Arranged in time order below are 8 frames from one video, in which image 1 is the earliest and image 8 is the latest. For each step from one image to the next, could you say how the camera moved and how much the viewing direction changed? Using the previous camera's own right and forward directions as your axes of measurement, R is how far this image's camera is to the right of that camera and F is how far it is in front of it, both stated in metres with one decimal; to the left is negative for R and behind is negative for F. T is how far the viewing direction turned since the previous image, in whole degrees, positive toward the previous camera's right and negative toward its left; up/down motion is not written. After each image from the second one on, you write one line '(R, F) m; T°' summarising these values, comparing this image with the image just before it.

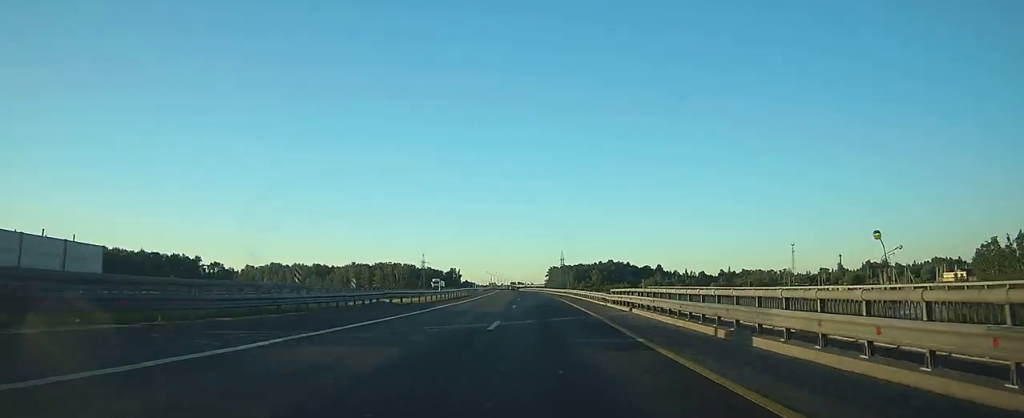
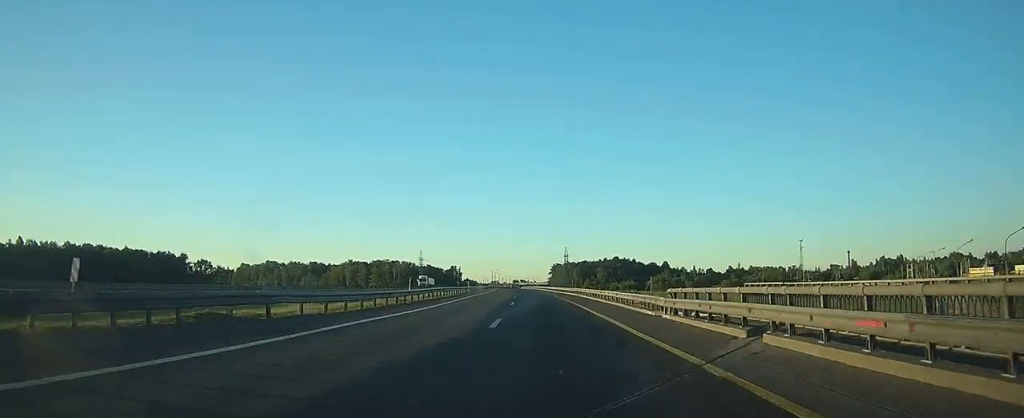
(0.0, +16.3) m; 0°
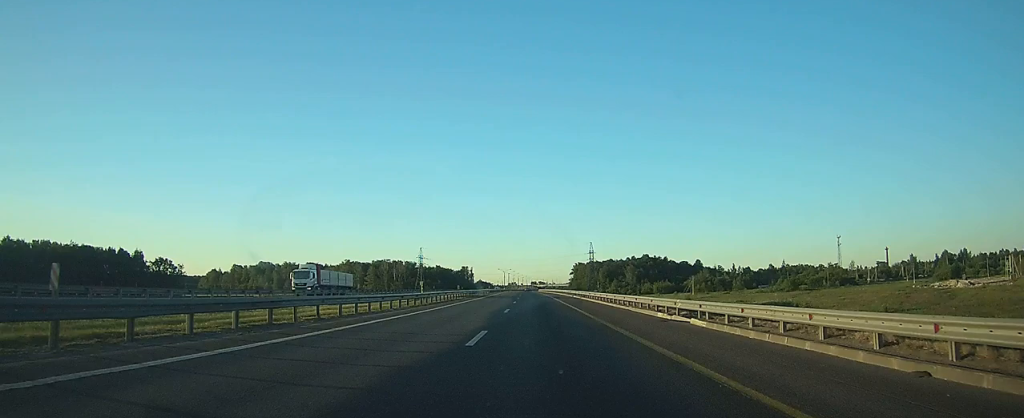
(-0.3, +52.6) m; -1°
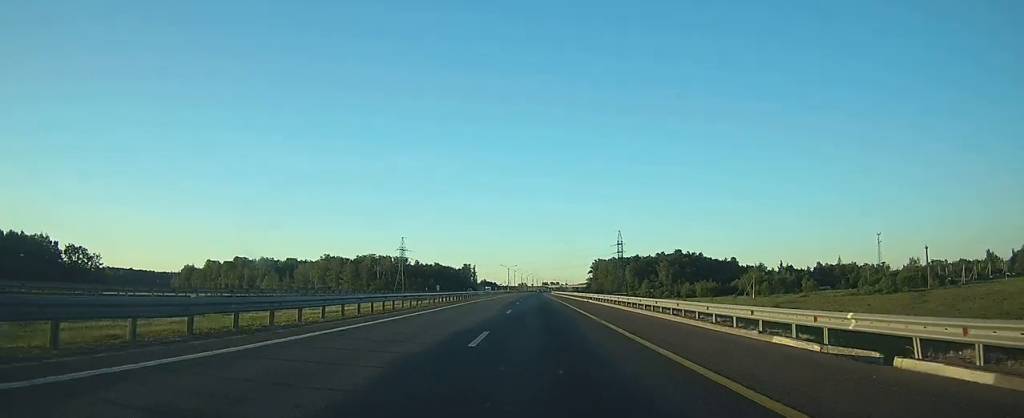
(-0.9, +64.2) m; -2°
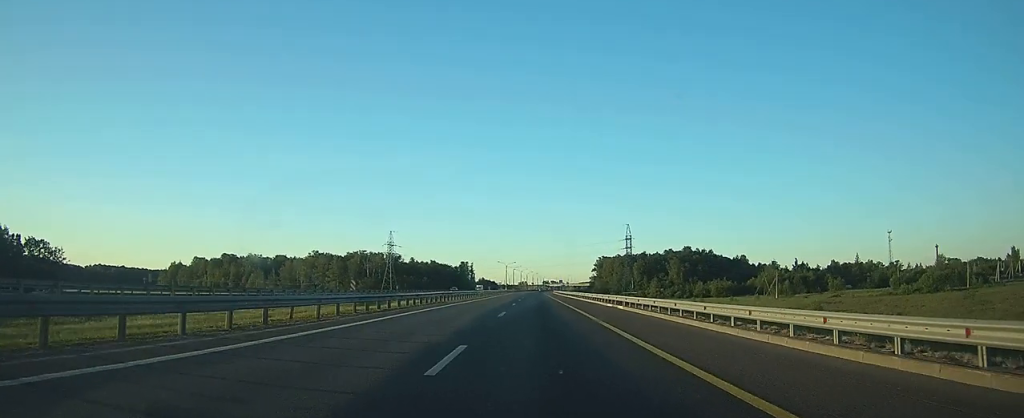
(-0.1, +20.0) m; 0°
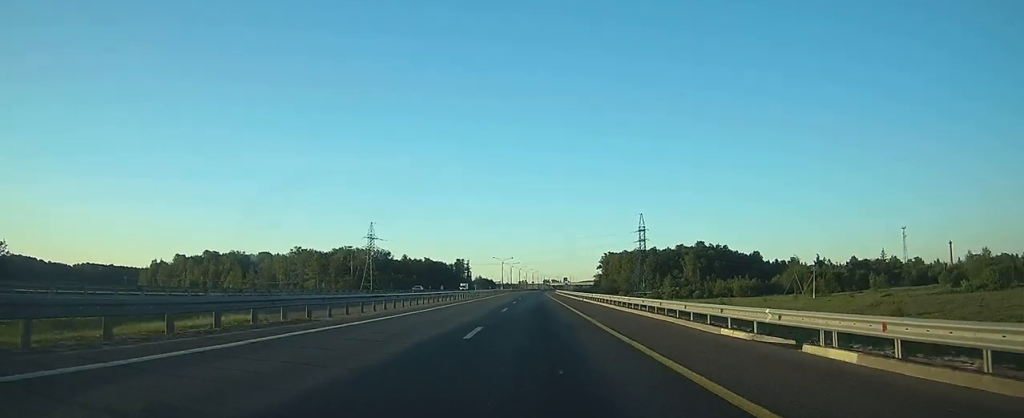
(-0.1, +26.0) m; 0°
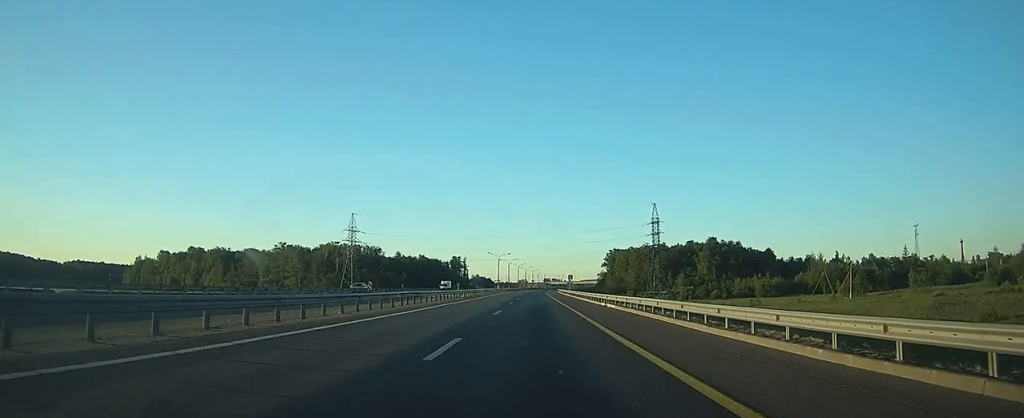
(0.0, +20.0) m; 0°
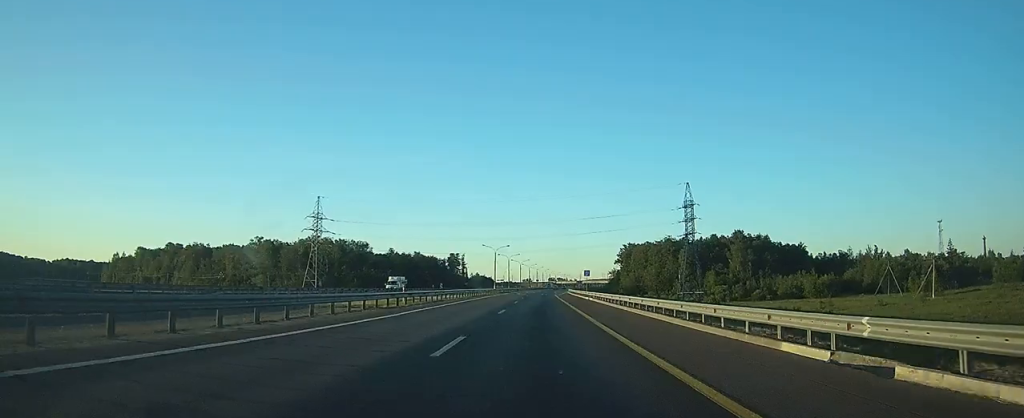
(-0.1, +31.0) m; 0°
